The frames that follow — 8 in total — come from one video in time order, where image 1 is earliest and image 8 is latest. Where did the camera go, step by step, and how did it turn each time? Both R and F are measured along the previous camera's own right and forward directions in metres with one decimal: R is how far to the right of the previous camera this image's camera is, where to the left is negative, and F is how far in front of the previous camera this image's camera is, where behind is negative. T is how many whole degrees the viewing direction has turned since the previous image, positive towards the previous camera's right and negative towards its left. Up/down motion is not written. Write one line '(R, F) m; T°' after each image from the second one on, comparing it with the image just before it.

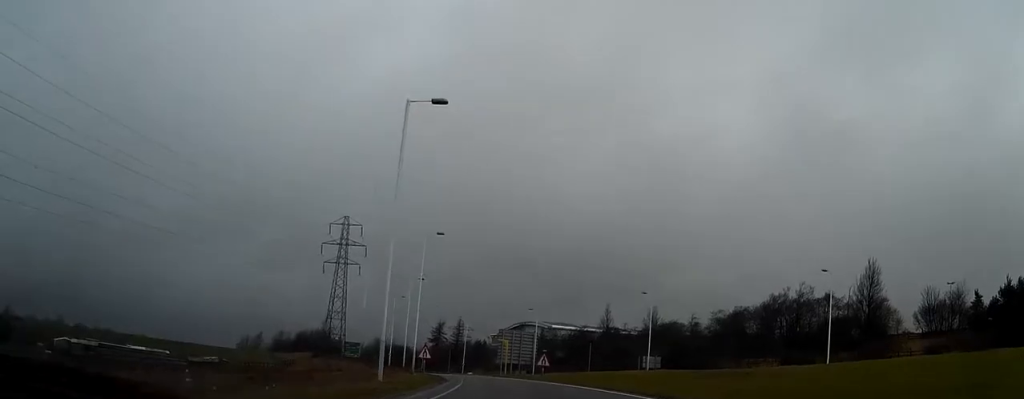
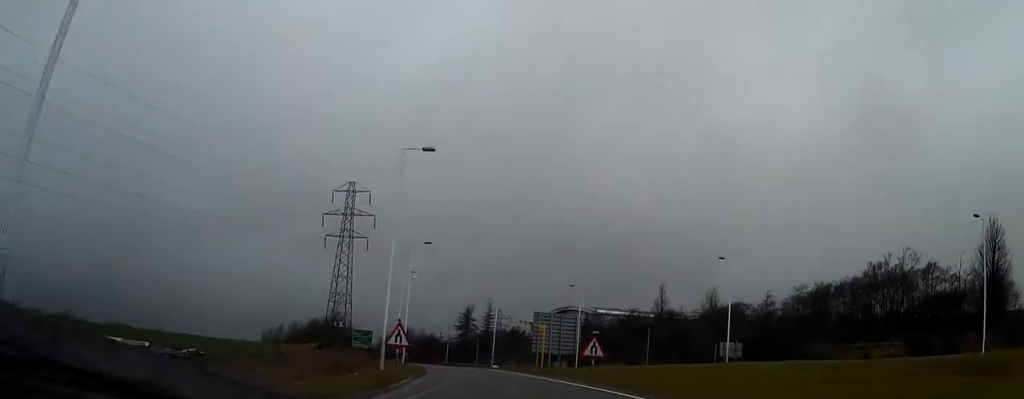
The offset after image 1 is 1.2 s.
(-0.6, +23.4) m; -3°
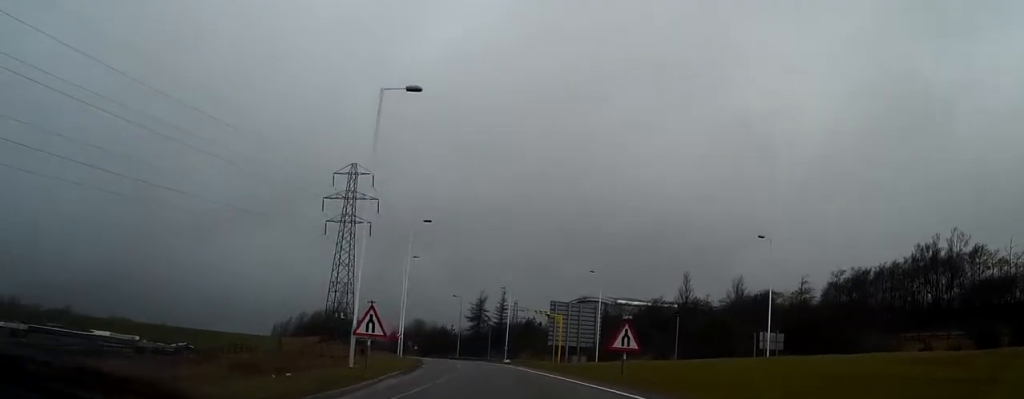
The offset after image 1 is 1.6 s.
(-0.2, +8.9) m; -1°
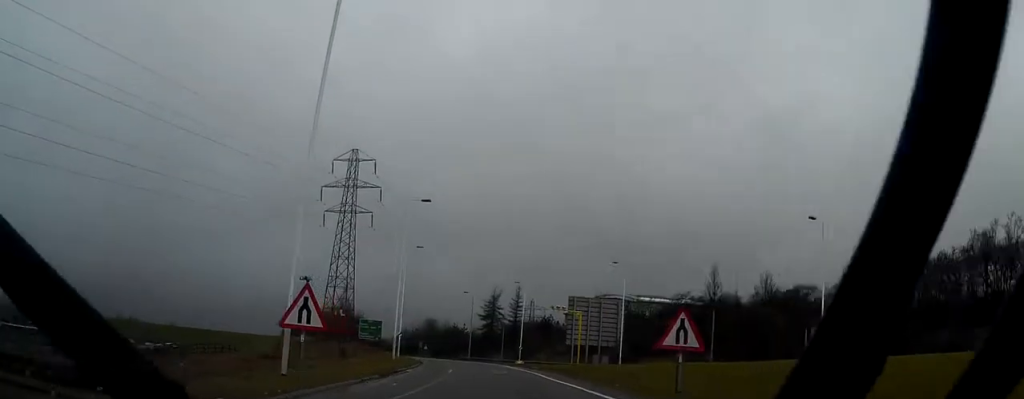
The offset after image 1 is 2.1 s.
(0.0, +9.5) m; -1°
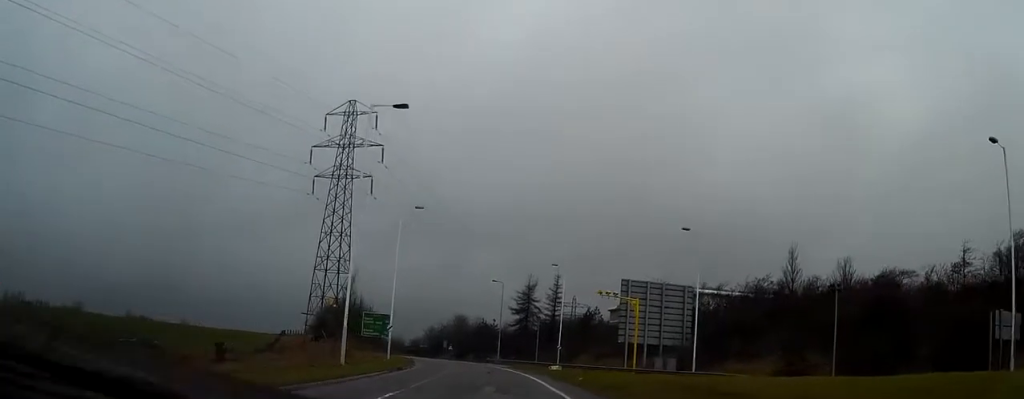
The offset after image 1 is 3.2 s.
(-0.6, +22.3) m; -3°
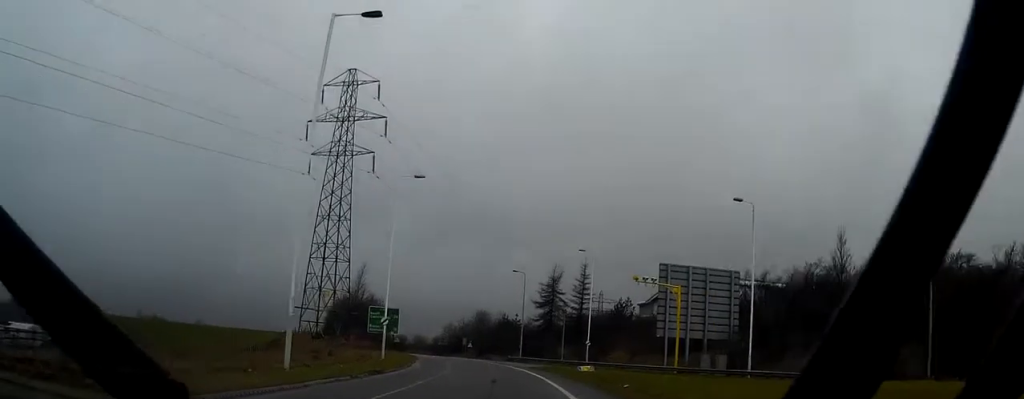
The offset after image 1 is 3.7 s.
(-0.2, +9.9) m; -2°
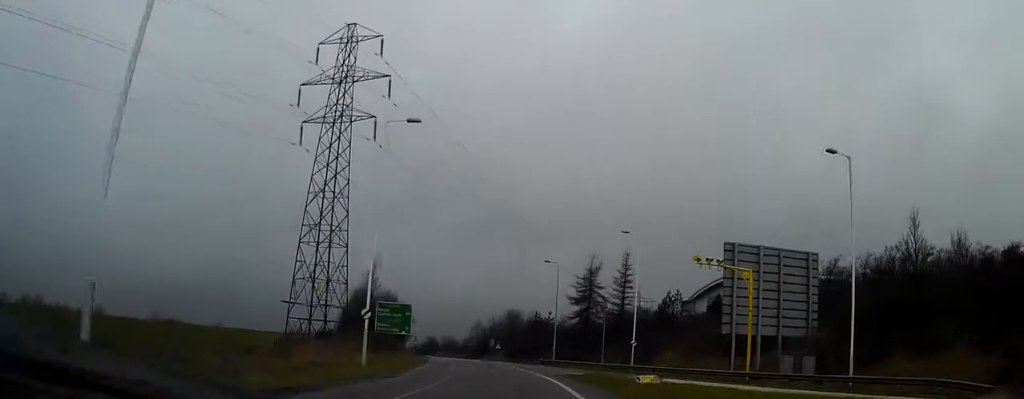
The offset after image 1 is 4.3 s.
(-0.2, +12.6) m; -3°
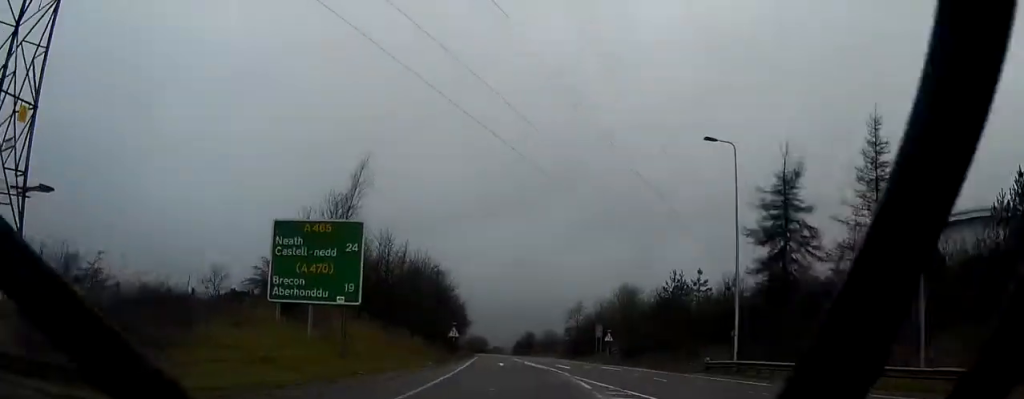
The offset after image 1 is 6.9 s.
(-4.1, +49.5) m; -9°
